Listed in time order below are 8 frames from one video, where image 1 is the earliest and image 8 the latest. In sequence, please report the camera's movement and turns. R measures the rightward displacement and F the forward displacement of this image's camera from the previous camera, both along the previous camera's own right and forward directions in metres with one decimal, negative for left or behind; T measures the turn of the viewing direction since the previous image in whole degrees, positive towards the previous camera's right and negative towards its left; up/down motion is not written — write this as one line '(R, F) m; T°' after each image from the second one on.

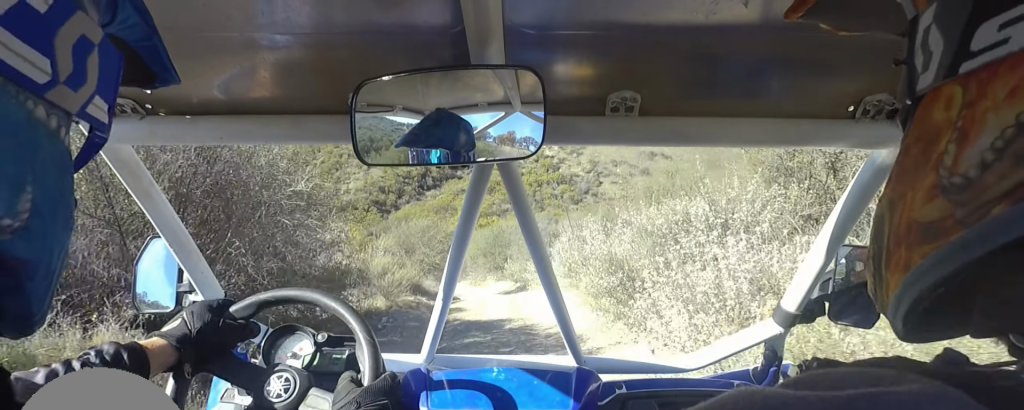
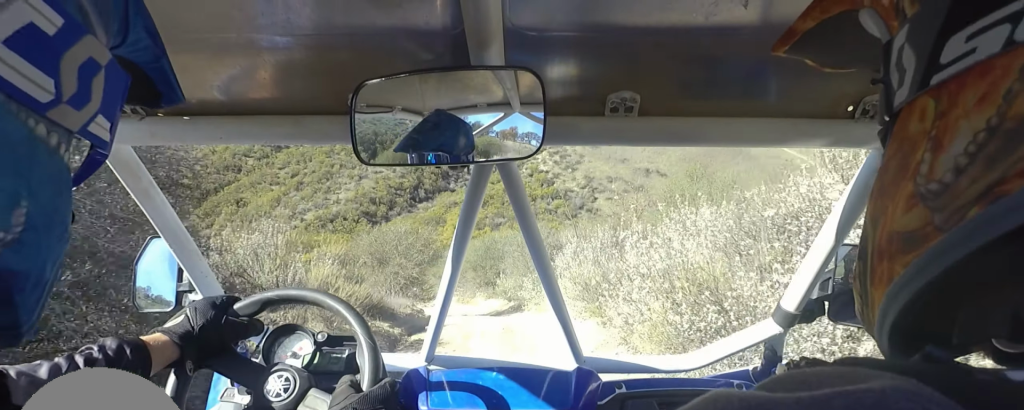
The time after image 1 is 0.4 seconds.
(-0.2, +2.3) m; -2°
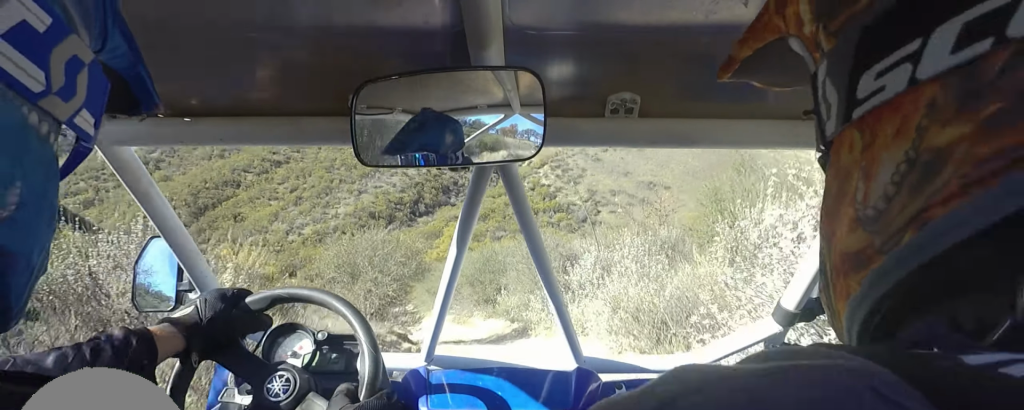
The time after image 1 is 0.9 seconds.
(-0.1, +2.5) m; -4°
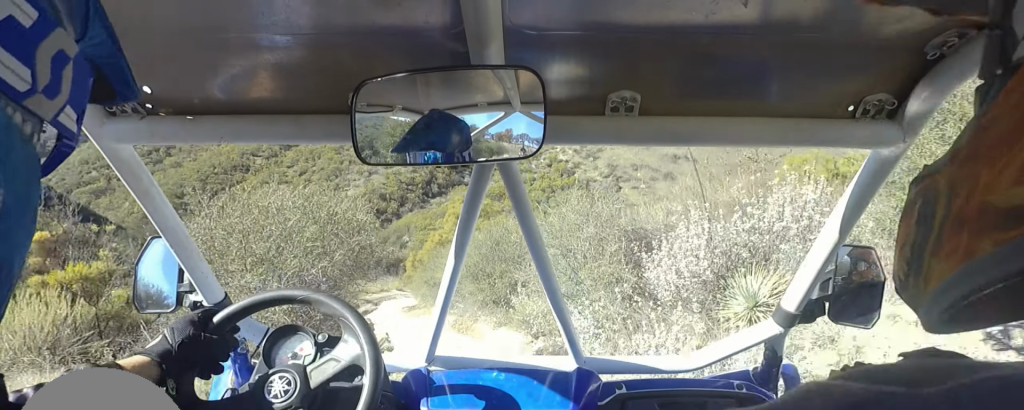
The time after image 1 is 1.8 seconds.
(0.0, +5.1) m; -13°
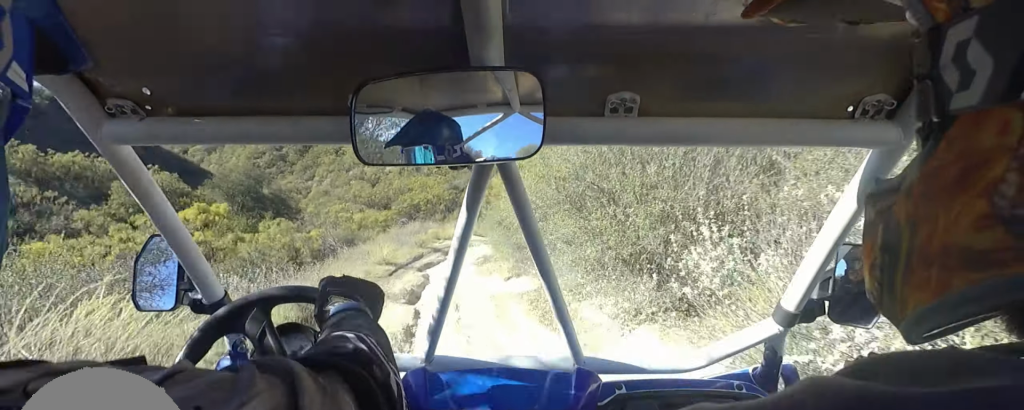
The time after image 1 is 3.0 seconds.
(-1.0, +6.3) m; 0°
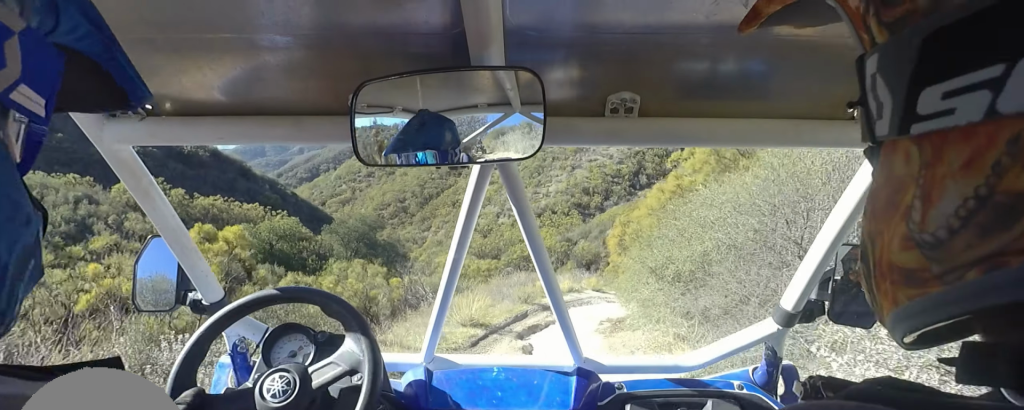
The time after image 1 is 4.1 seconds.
(+0.6, +5.4) m; -5°
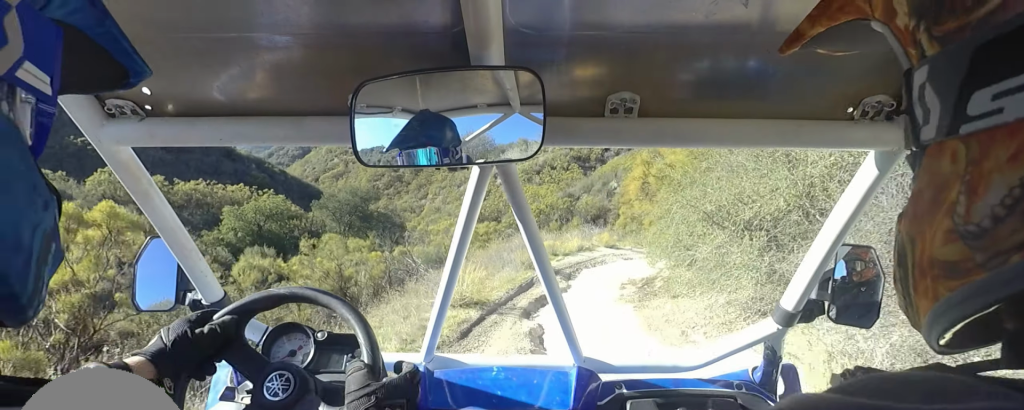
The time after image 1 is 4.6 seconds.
(-0.5, +2.6) m; -9°
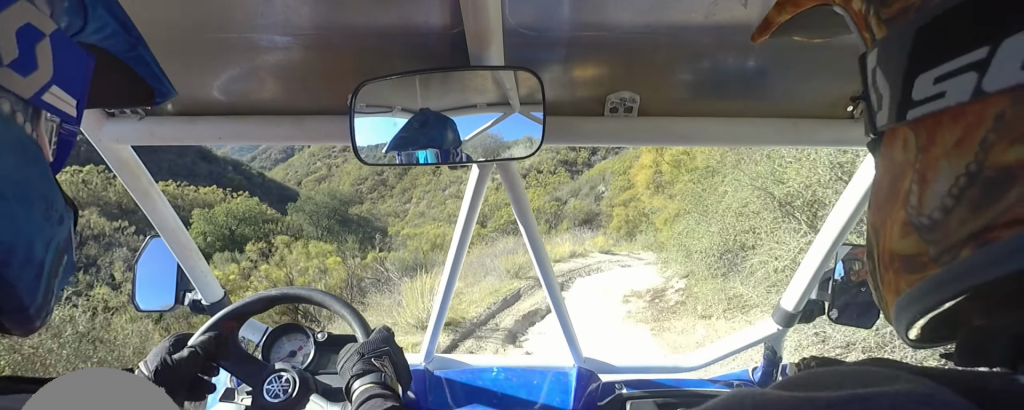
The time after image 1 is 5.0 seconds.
(-0.1, +1.9) m; -2°
